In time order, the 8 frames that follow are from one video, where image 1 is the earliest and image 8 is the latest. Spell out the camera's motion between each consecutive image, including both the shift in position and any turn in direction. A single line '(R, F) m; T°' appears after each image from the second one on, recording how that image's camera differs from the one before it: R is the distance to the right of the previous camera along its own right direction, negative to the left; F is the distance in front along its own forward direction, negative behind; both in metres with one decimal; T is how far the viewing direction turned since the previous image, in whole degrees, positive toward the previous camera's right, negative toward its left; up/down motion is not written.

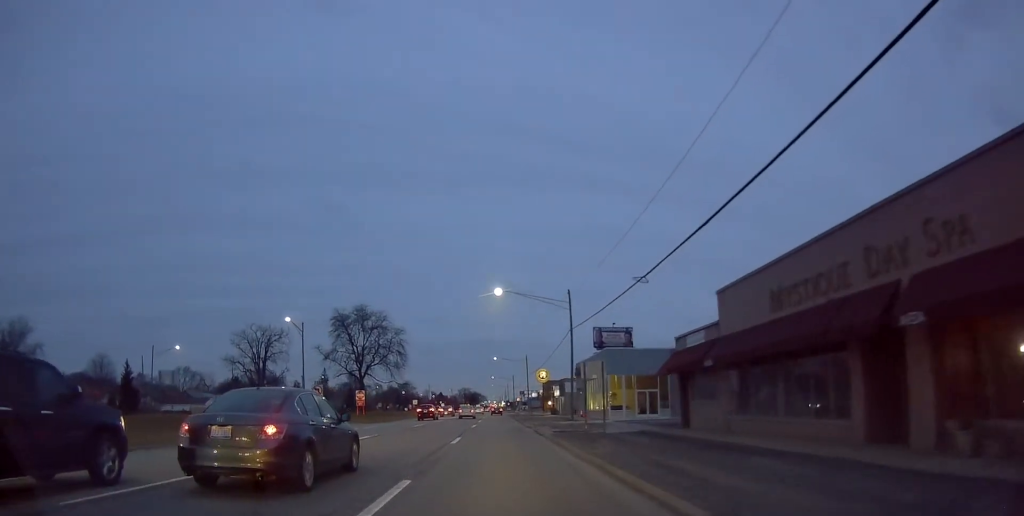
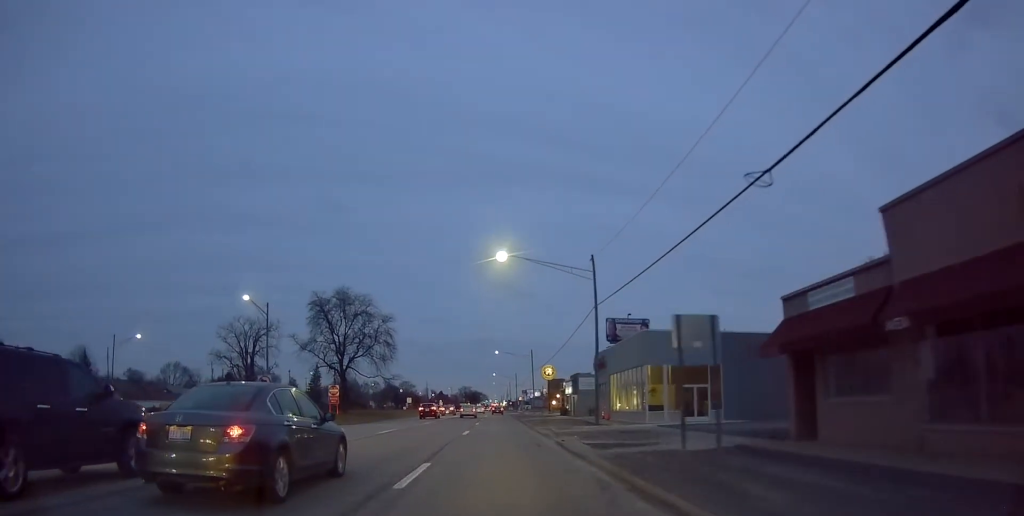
(-0.2, +11.3) m; 0°
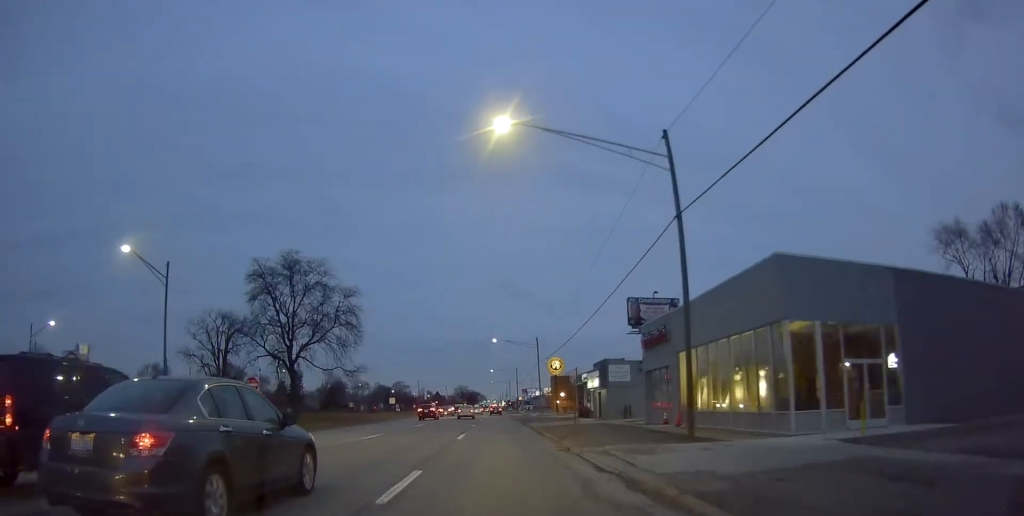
(+0.2, +18.2) m; -1°
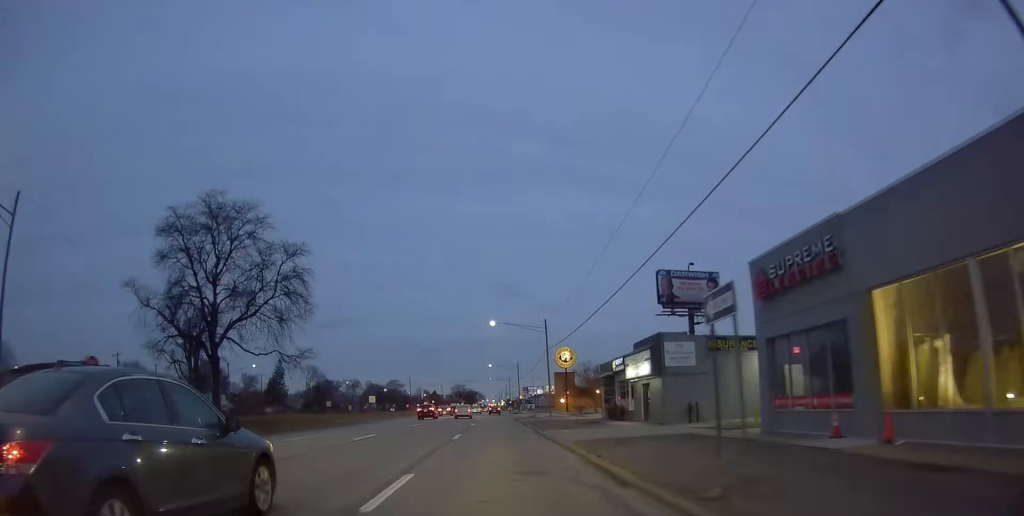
(-0.3, +16.0) m; -1°
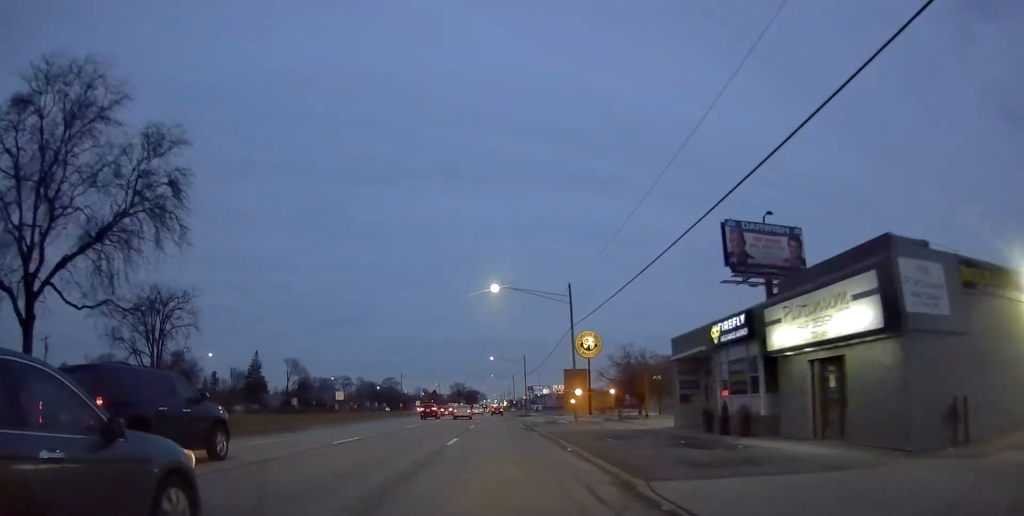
(-0.4, +19.6) m; 0°
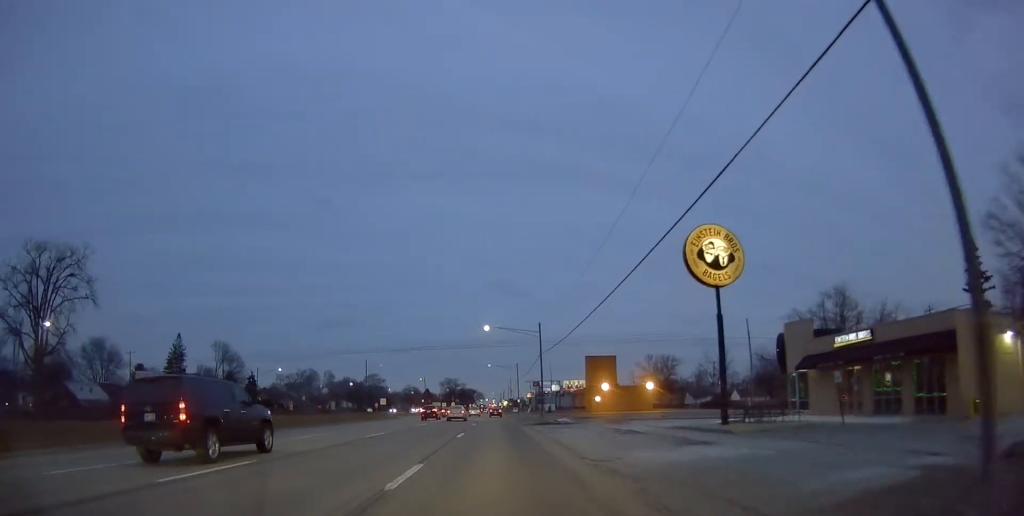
(+1.3, +40.8) m; +2°
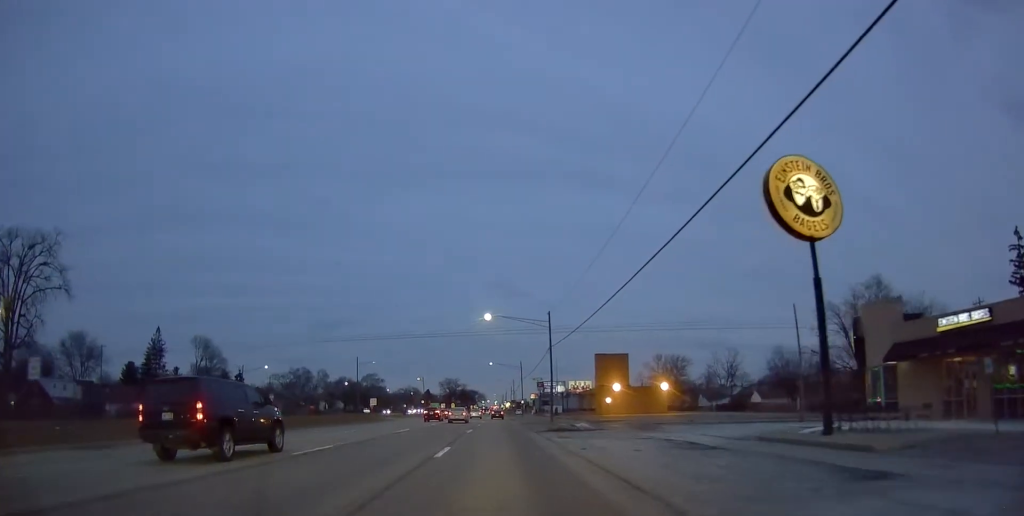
(-0.2, +9.2) m; 0°
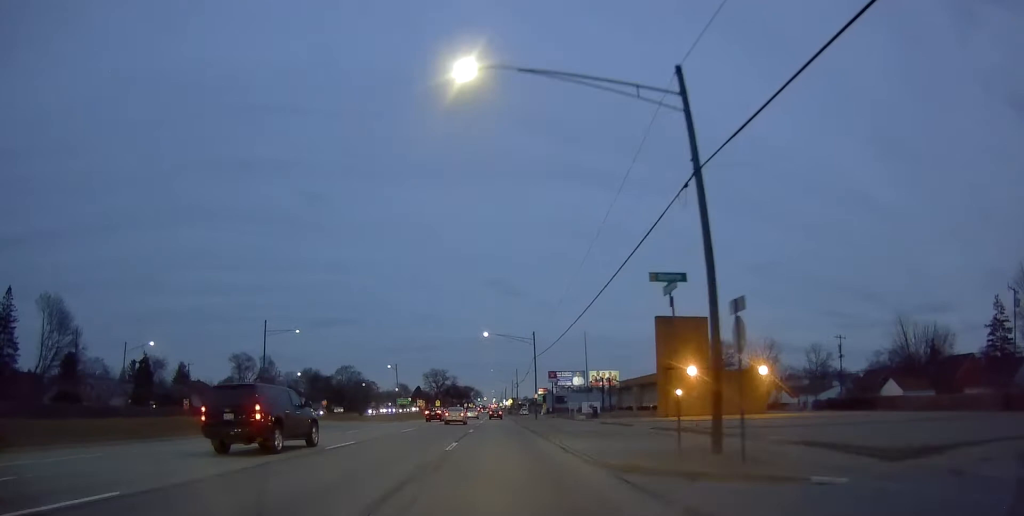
(-0.7, +43.2) m; -2°
